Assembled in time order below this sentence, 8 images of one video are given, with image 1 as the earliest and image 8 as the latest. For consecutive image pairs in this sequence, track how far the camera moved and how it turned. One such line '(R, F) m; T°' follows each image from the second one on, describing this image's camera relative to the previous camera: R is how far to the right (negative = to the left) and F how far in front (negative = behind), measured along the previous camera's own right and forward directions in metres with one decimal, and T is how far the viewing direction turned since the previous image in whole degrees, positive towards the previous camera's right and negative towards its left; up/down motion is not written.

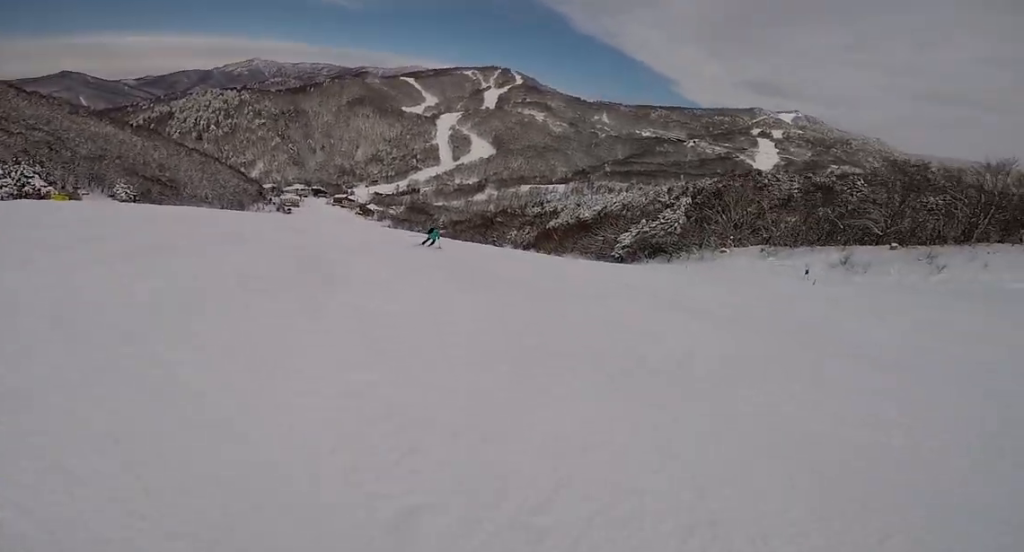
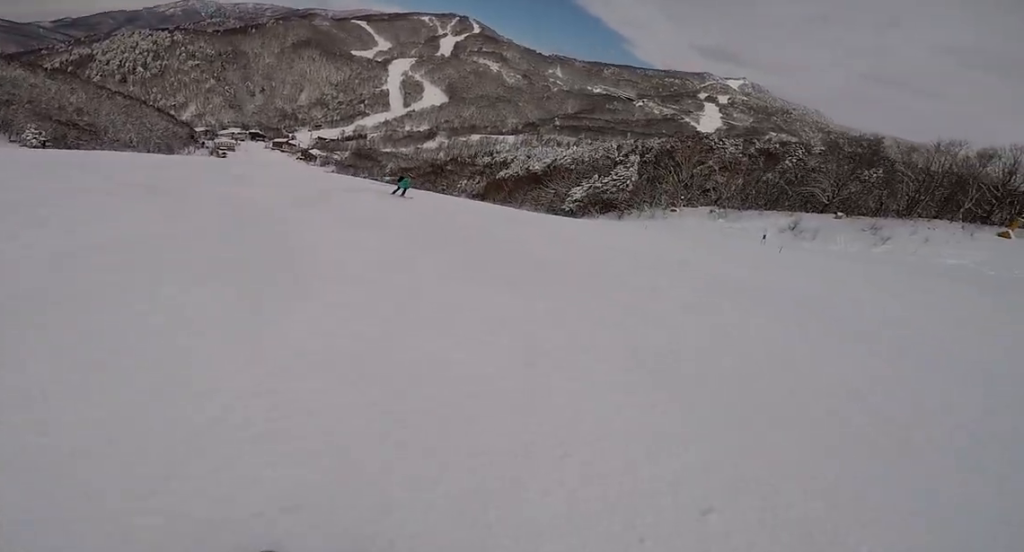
(+0.3, +2.2) m; +10°
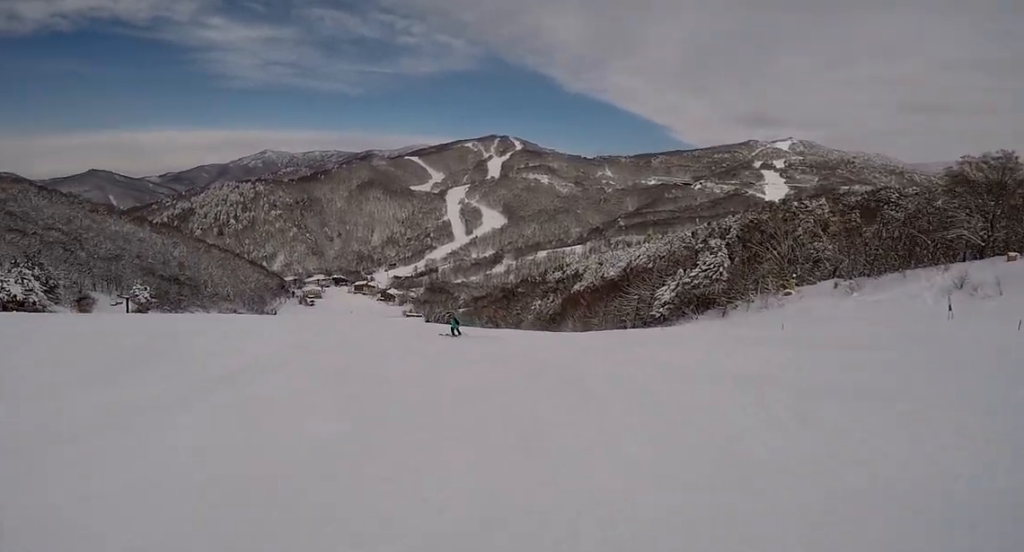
(-1.3, +8.8) m; -30°
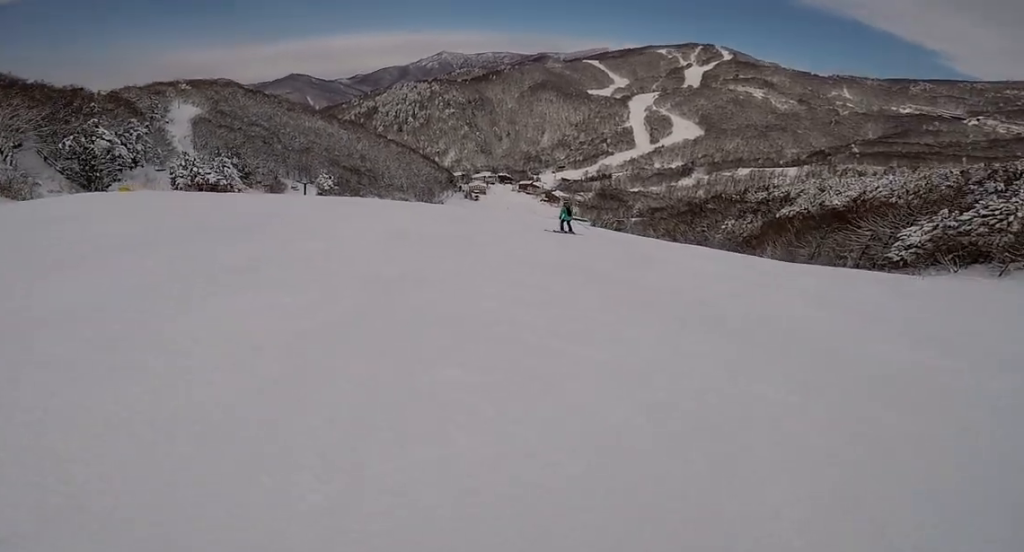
(0.0, +4.9) m; -13°
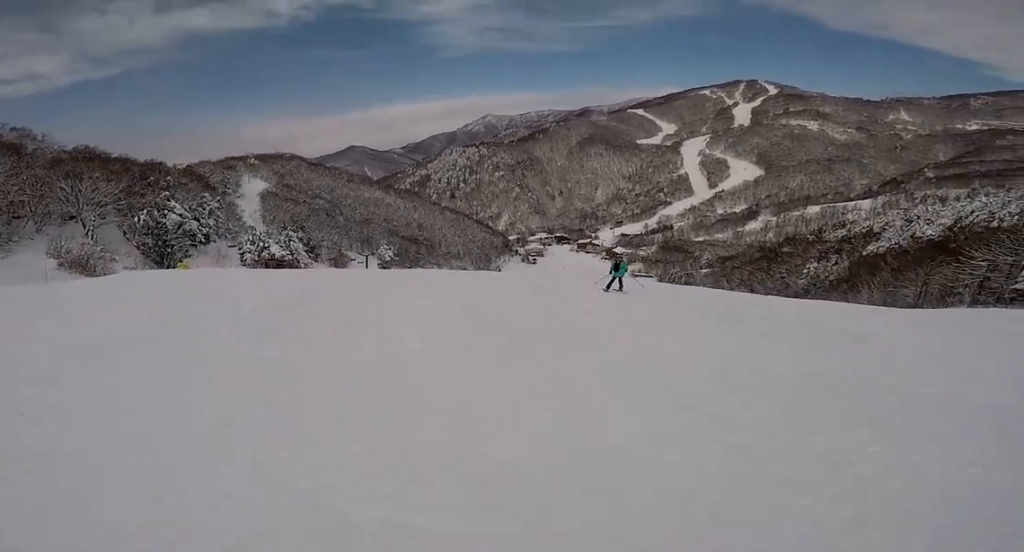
(-0.9, +3.5) m; -2°
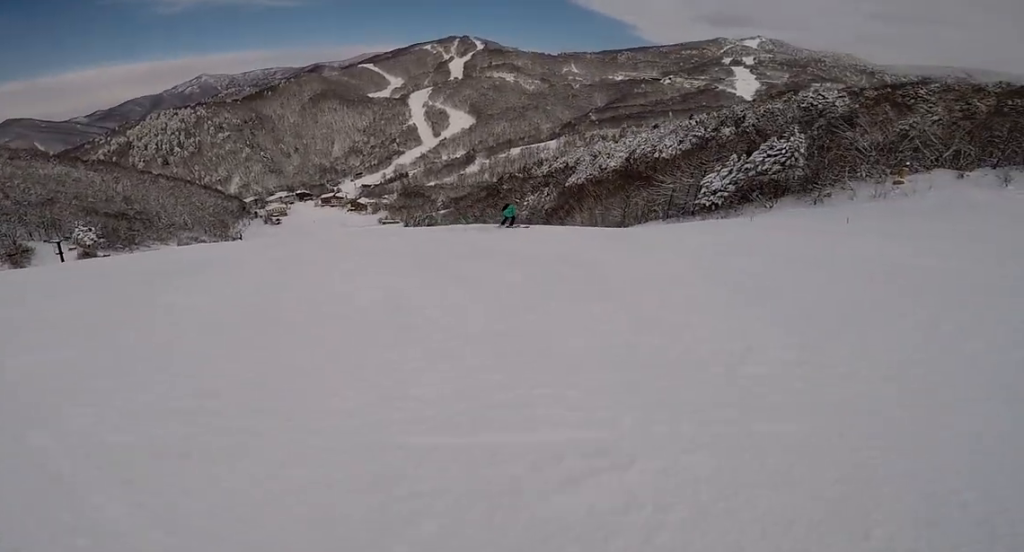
(+1.8, +7.1) m; +43°
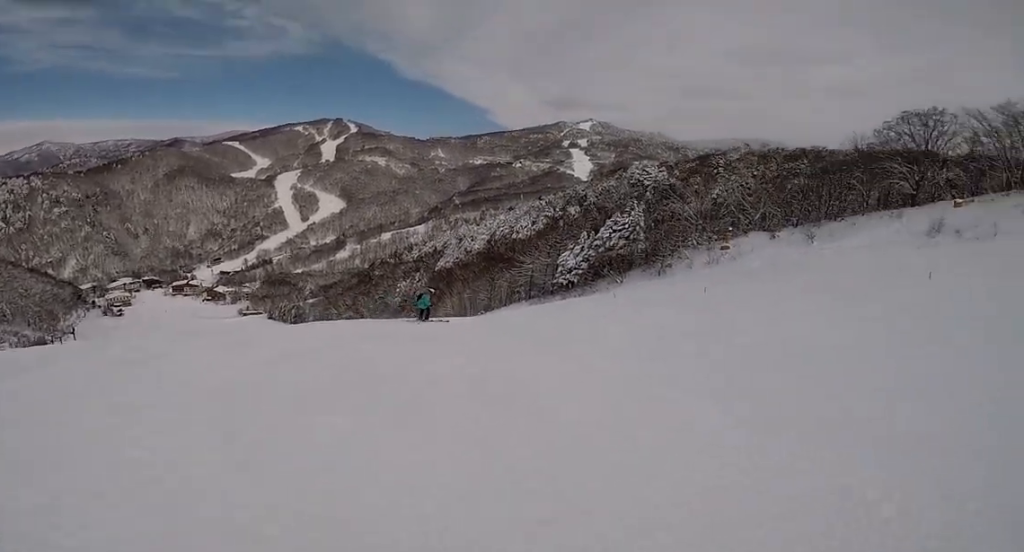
(+0.4, +2.7) m; +27°
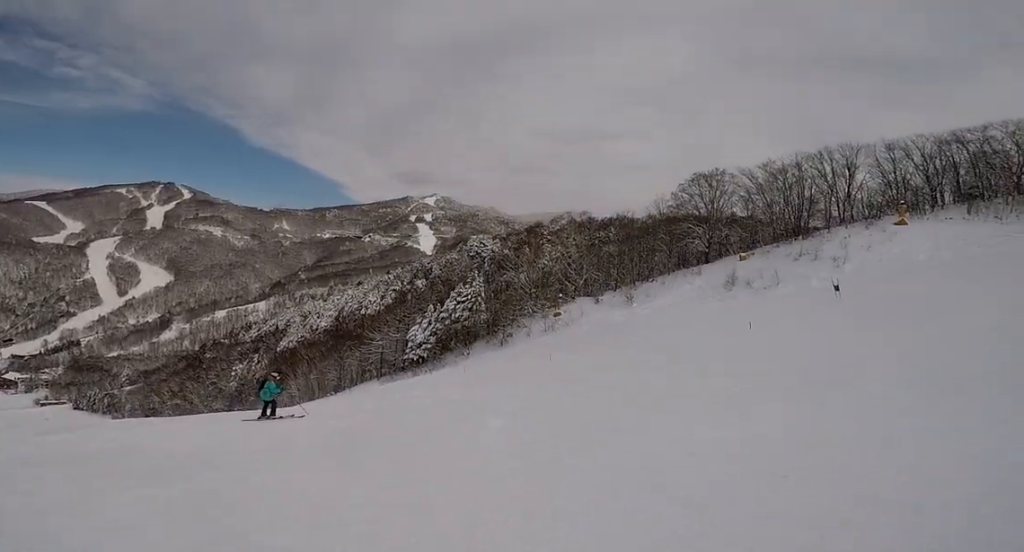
(+1.0, +2.2) m; +25°
